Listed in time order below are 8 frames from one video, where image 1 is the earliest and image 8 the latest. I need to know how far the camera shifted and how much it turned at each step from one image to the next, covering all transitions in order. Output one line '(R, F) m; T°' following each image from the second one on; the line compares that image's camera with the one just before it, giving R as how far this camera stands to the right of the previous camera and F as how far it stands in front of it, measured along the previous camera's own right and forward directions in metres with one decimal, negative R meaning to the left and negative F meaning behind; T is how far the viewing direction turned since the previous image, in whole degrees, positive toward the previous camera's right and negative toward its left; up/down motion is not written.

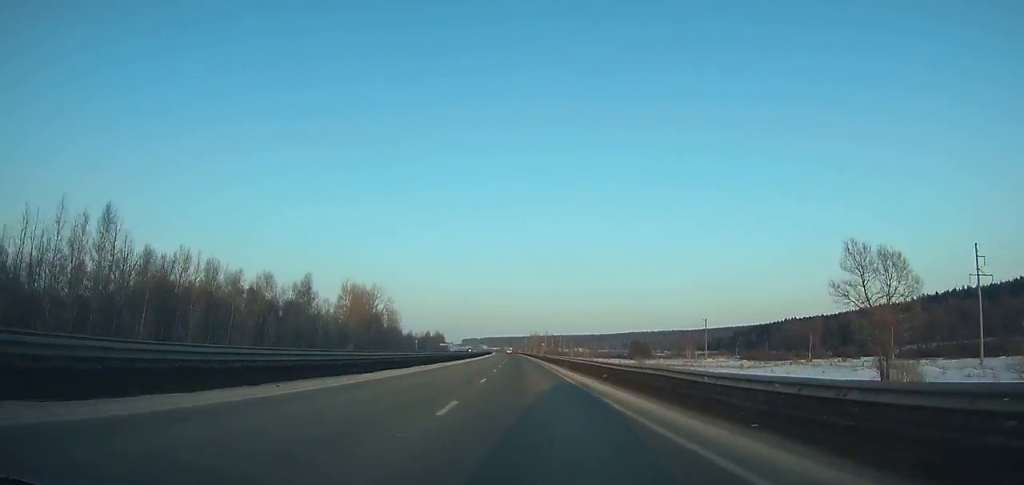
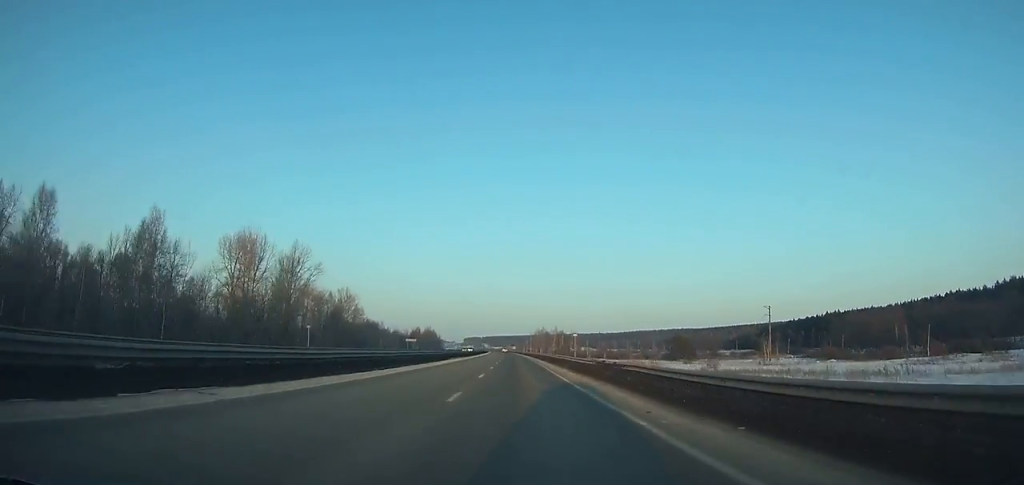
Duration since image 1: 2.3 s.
(-0.5, +68.2) m; -1°
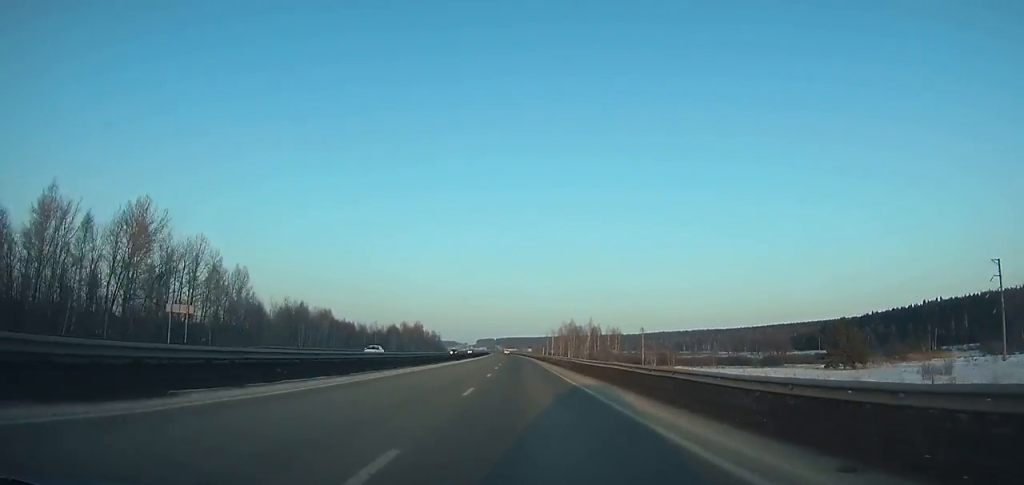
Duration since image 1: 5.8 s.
(-1.0, +102.9) m; -1°
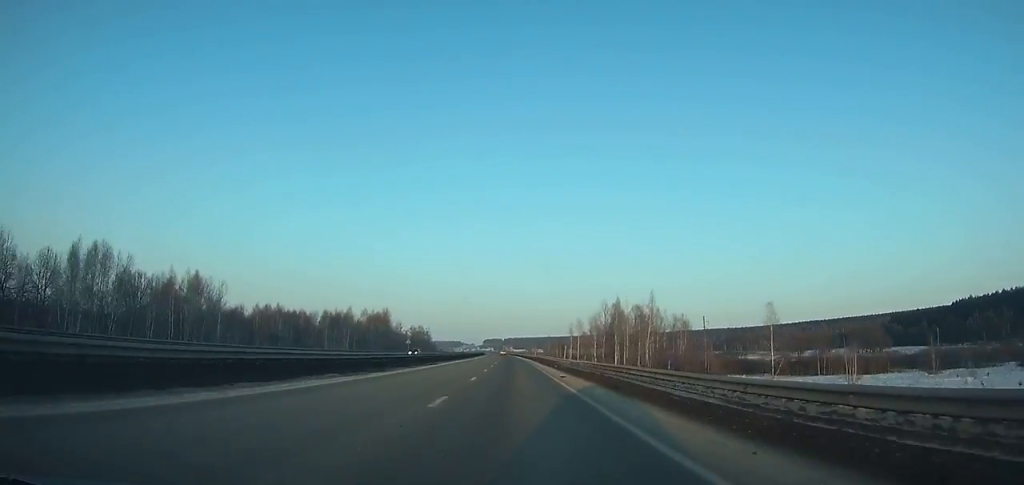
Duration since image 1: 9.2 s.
(-0.4, +99.3) m; -1°
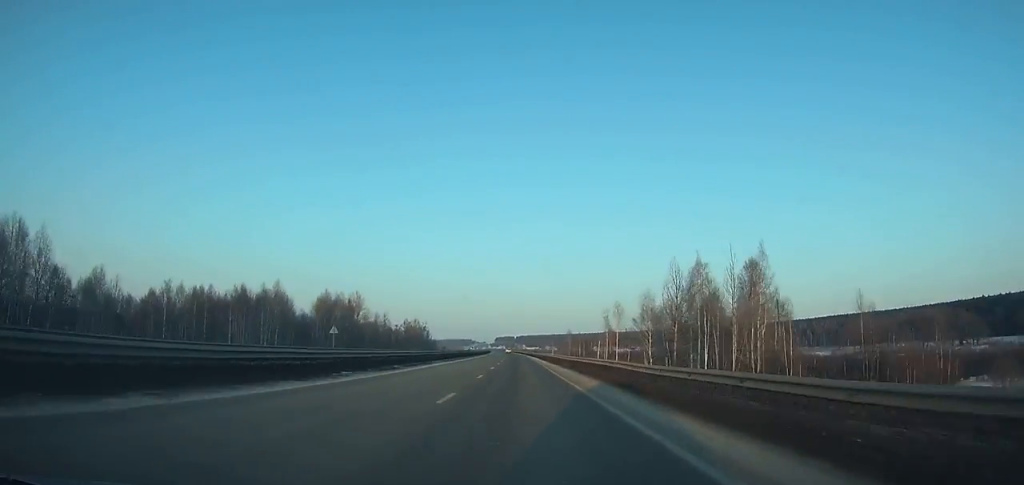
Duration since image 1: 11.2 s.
(-0.5, +58.4) m; -1°
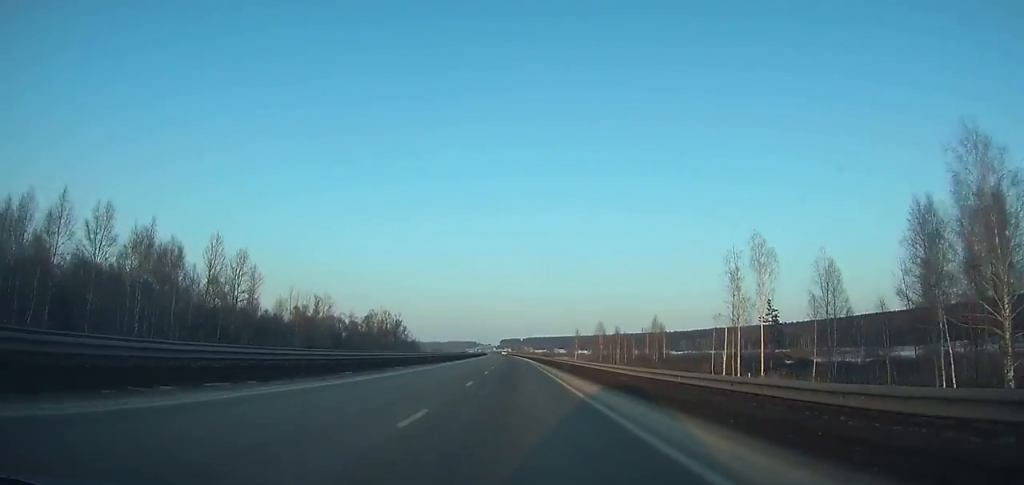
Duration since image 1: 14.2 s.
(-0.8, +87.4) m; -1°
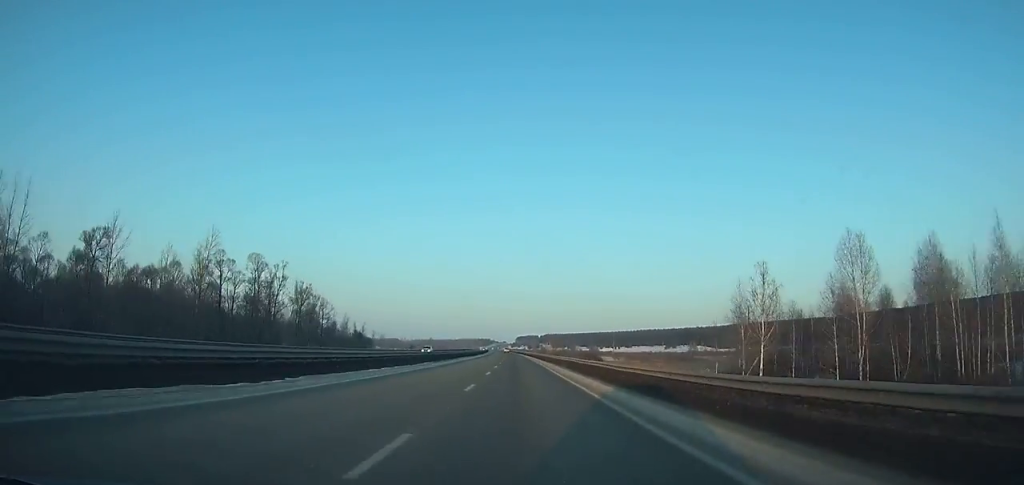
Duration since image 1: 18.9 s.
(-2.1, +136.5) m; -2°
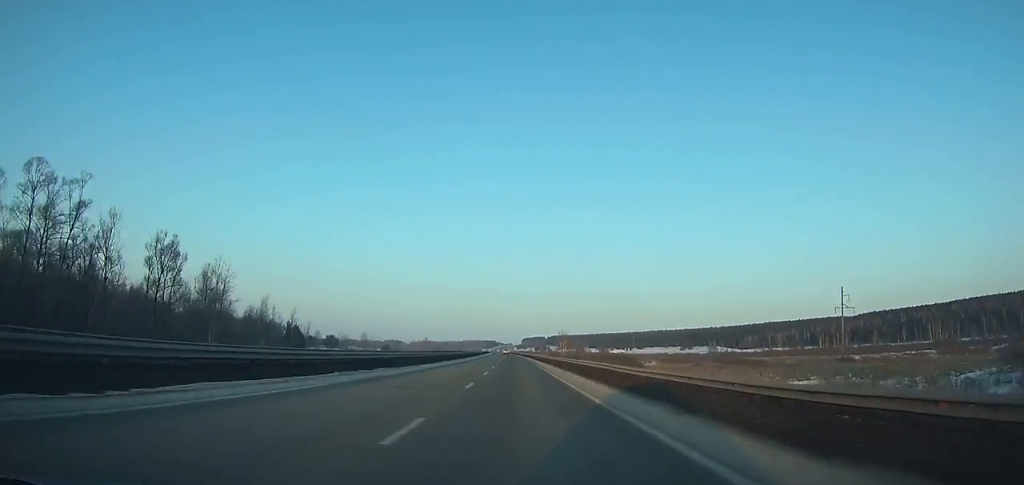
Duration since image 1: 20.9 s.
(-0.4, +58.0) m; -1°
